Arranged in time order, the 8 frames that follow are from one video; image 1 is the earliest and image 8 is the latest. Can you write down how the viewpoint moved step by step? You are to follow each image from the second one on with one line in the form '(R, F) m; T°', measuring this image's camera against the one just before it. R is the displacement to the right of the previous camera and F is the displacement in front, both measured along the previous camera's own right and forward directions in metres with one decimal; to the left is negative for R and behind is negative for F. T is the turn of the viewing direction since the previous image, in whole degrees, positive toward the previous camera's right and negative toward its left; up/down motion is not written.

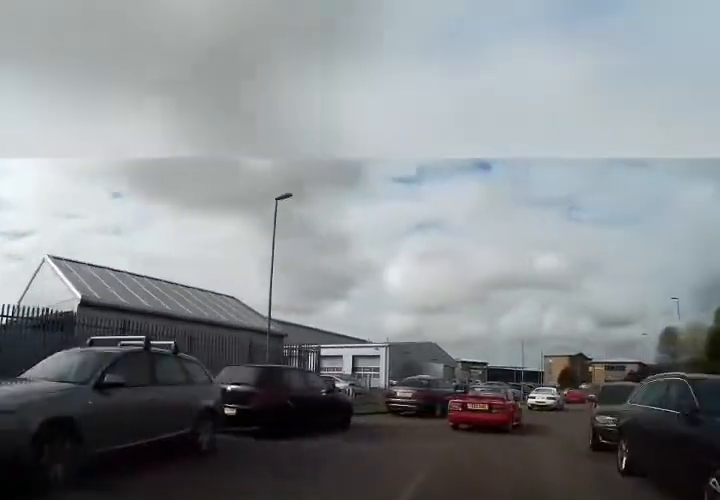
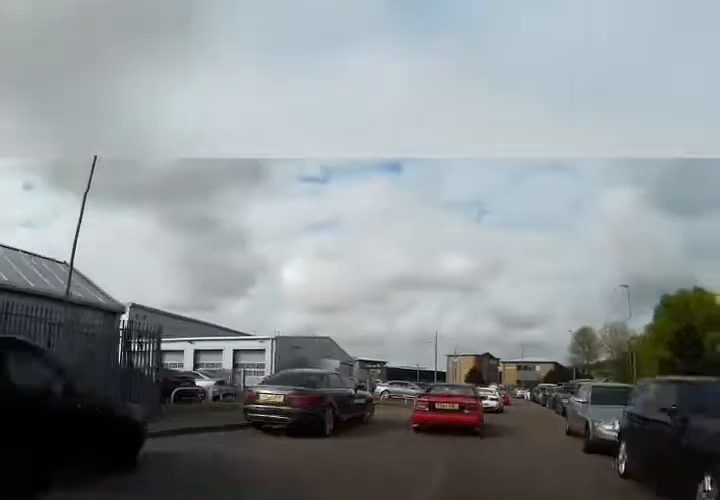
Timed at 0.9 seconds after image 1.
(+0.8, +6.5) m; +13°
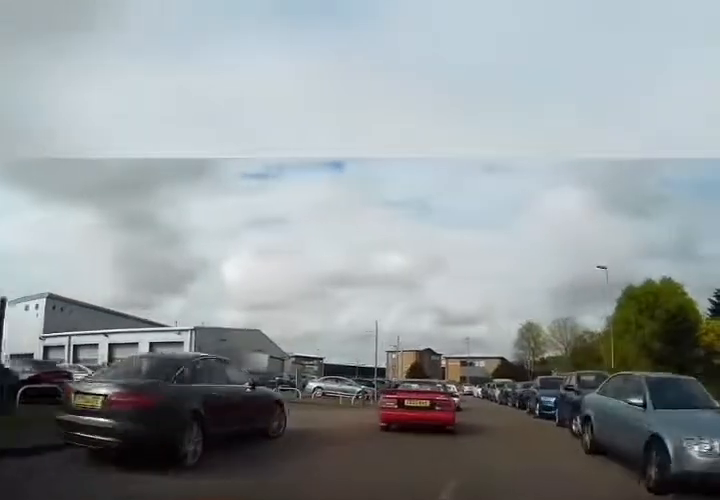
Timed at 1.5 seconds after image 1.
(+0.1, +5.1) m; +9°
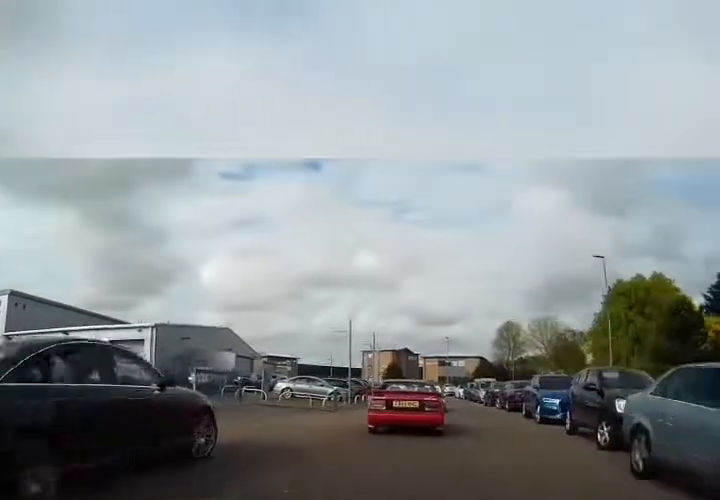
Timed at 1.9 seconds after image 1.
(+0.5, +2.7) m; +5°
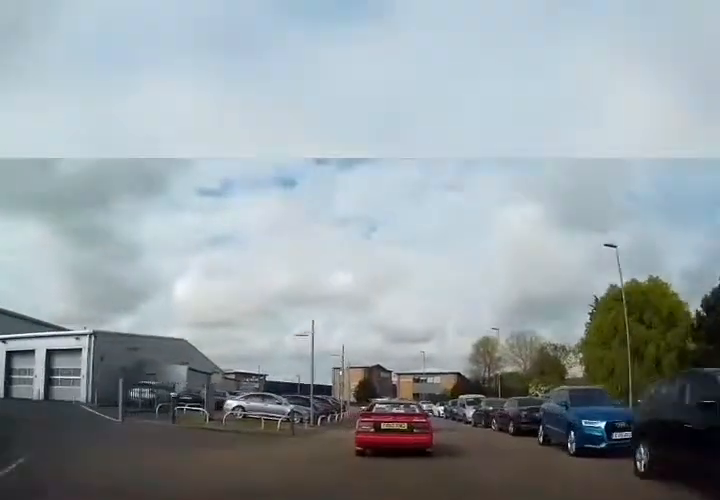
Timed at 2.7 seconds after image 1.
(+0.6, +5.2) m; +9°
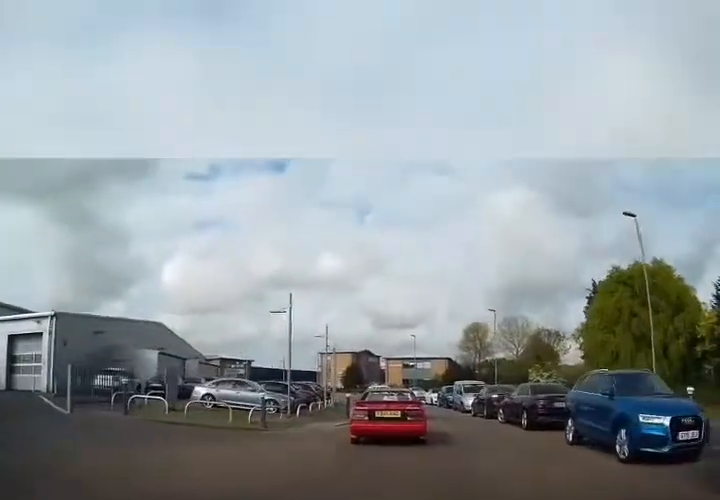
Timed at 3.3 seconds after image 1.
(+0.2, +3.0) m; +2°
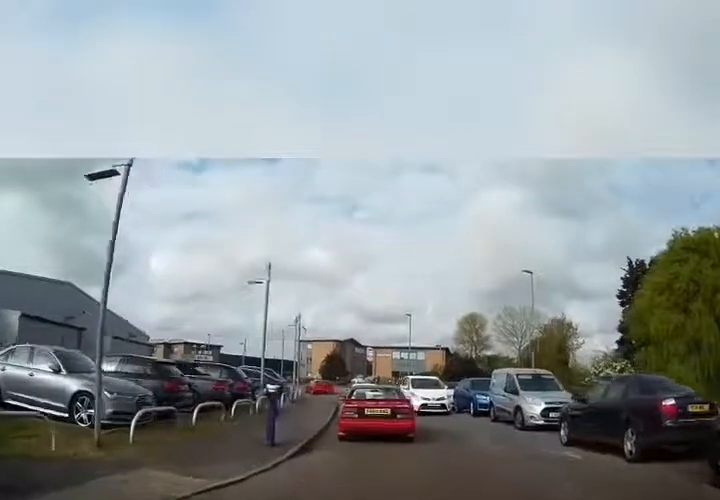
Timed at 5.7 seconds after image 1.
(+1.0, +12.0) m; +4°
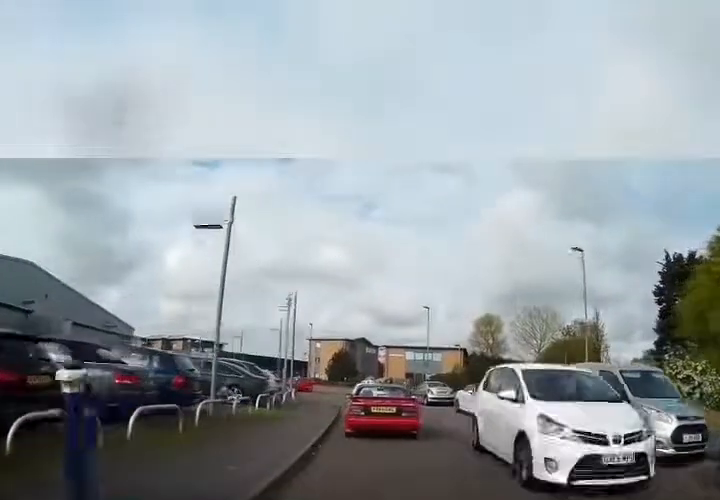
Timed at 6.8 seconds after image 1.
(-0.6, +5.6) m; -8°
